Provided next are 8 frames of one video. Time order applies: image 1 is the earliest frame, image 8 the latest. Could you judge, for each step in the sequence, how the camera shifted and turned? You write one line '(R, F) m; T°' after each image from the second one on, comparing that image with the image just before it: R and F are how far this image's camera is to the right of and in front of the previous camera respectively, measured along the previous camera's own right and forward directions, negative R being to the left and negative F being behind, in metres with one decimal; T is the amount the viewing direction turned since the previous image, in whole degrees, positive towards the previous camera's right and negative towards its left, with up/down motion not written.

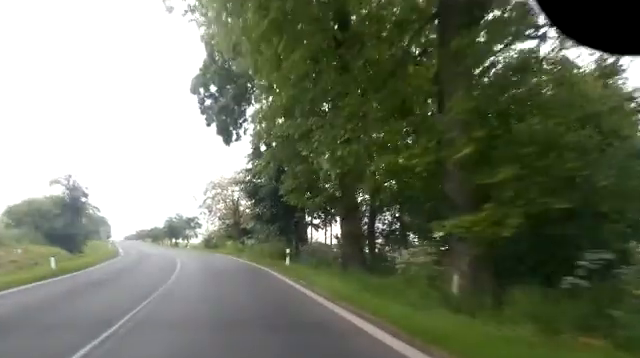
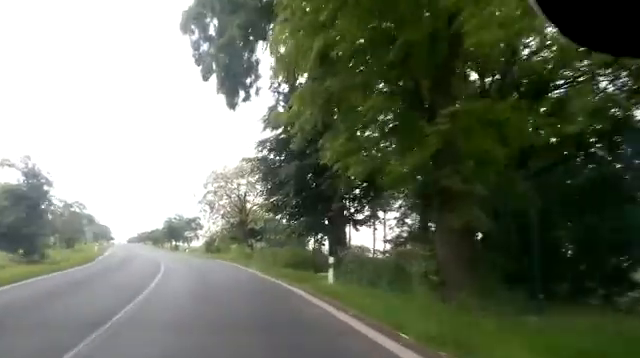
(+0.2, +8.2) m; +2°
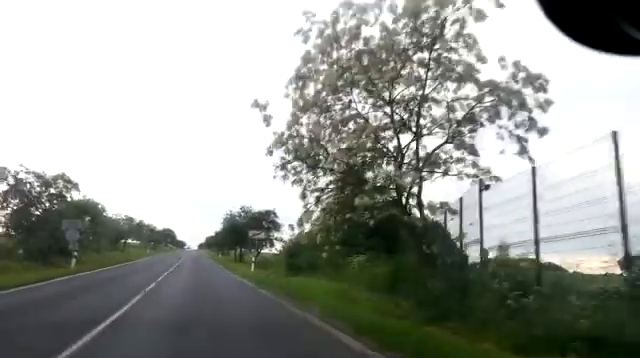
(-0.3, +27.6) m; -1°
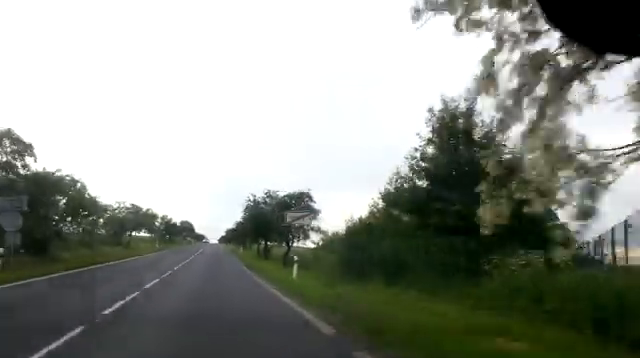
(0.0, +10.9) m; 0°
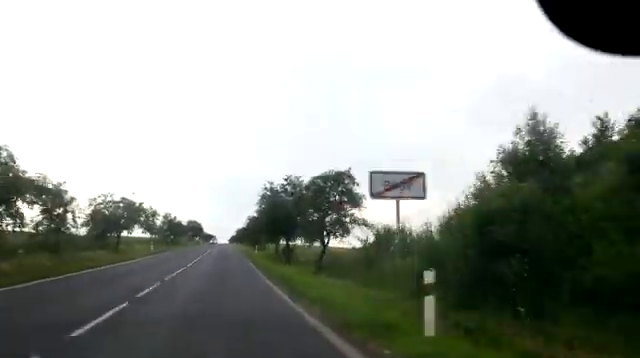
(+0.5, +11.0) m; -1°
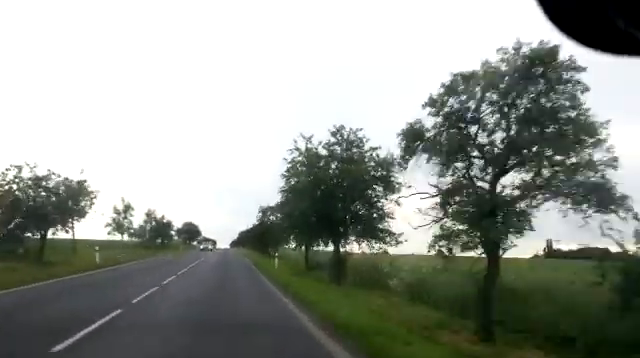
(-1.0, +18.7) m; -2°
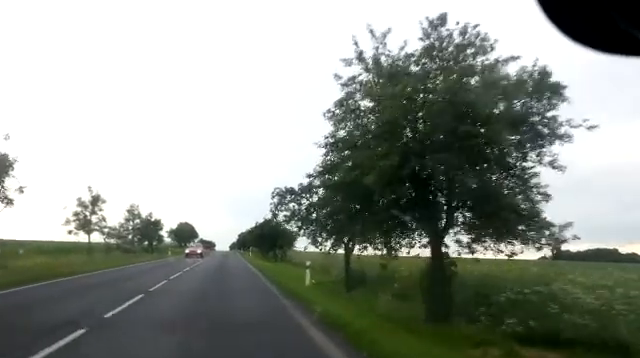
(+0.4, +11.2) m; +1°
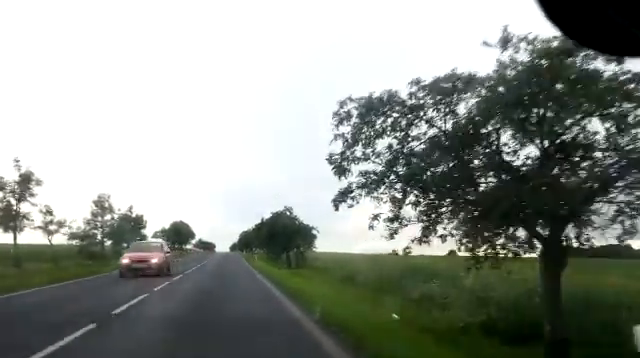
(+0.1, +12.9) m; 0°
